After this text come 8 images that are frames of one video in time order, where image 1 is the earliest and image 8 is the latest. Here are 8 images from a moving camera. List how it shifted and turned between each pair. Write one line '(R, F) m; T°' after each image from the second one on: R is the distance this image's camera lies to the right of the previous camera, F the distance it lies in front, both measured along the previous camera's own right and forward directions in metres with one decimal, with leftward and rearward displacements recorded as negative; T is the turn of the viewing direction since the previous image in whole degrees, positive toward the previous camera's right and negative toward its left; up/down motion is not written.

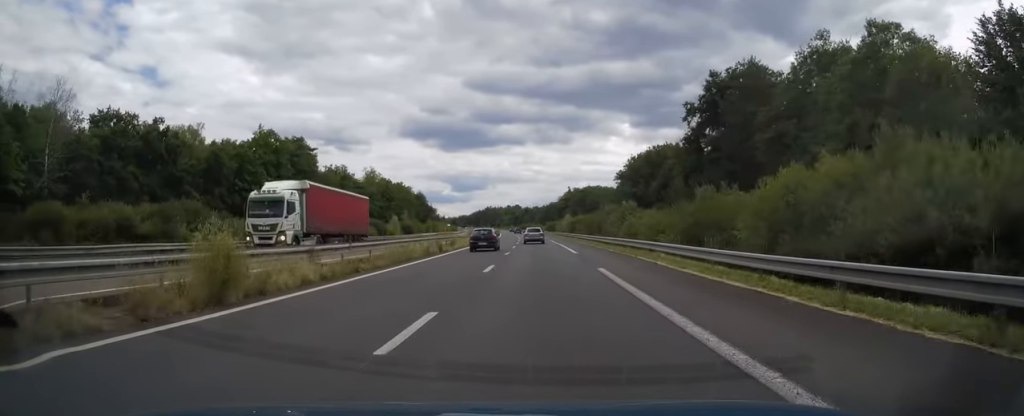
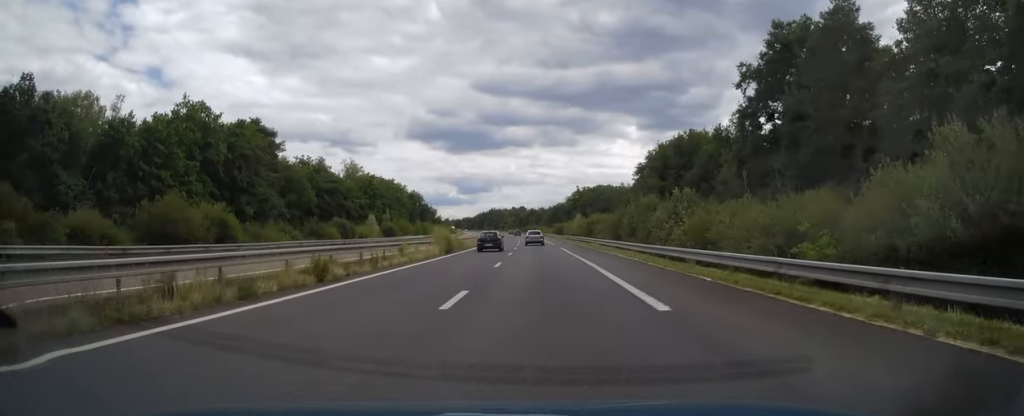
(0.0, +21.7) m; -1°
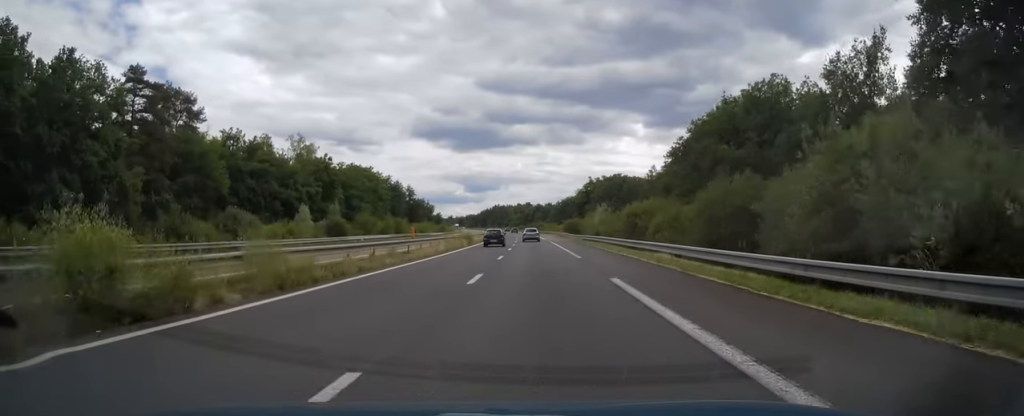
(-0.3, +33.4) m; -1°
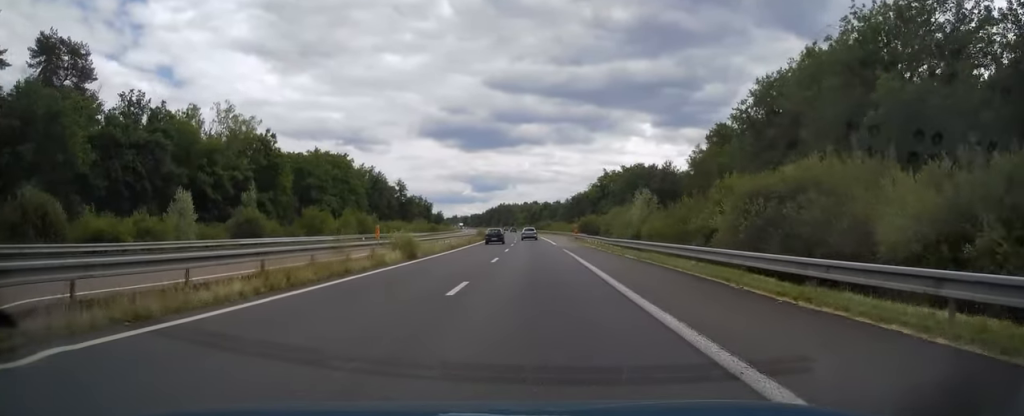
(-0.2, +28.0) m; -1°
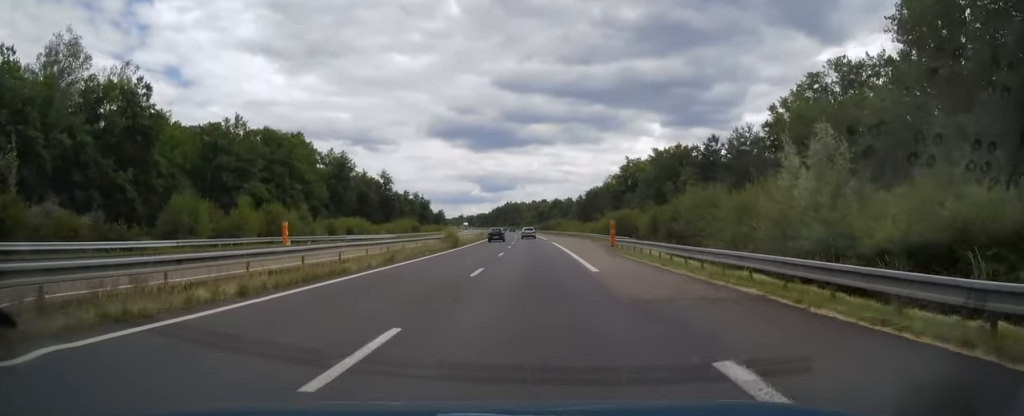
(-0.2, +32.9) m; -1°
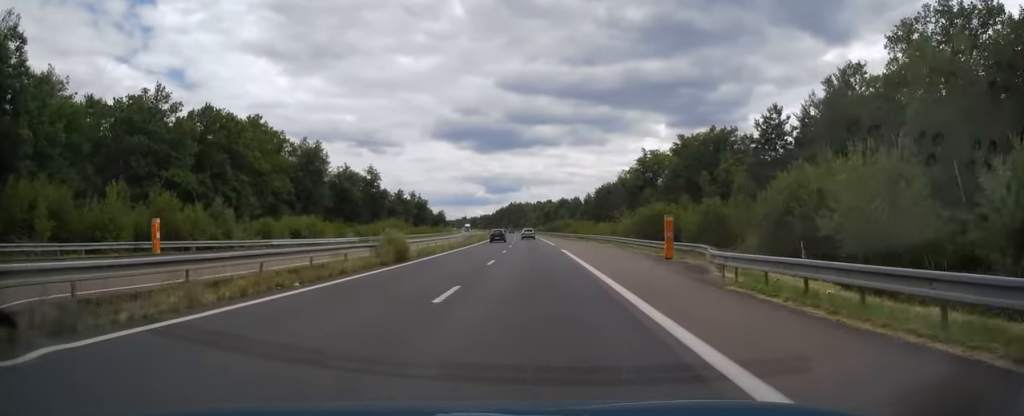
(0.0, +19.1) m; 0°
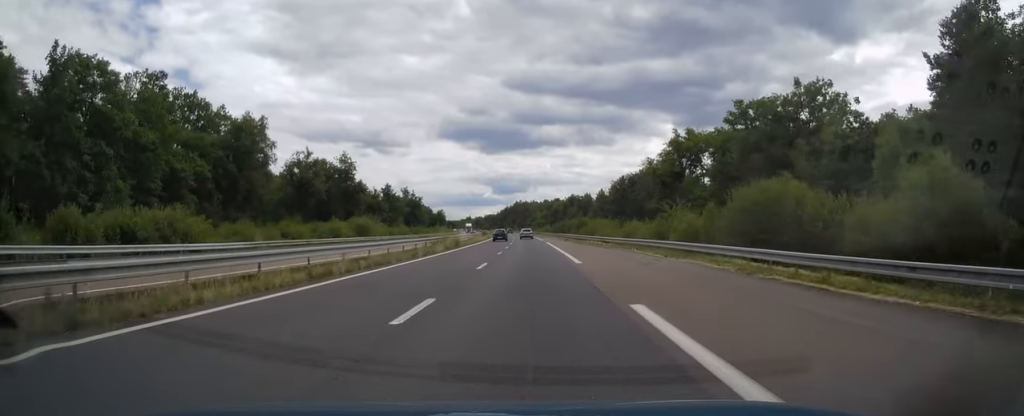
(-0.2, +27.8) m; -1°
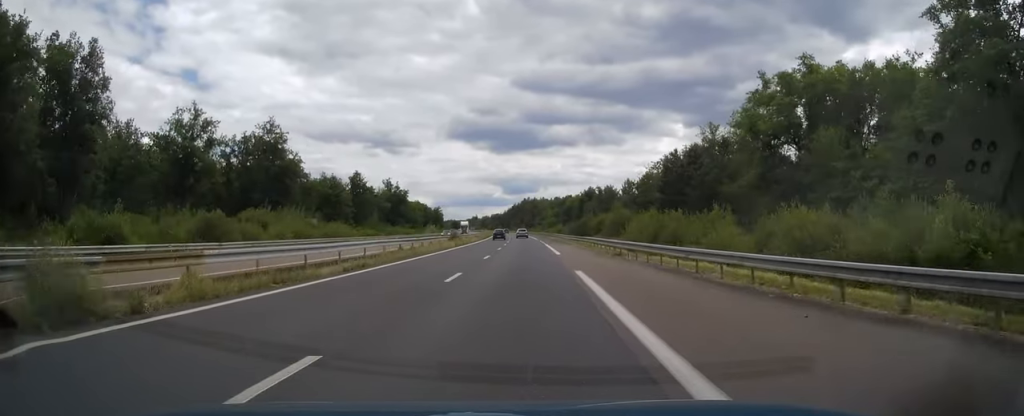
(-0.4, +43.4) m; -1°
